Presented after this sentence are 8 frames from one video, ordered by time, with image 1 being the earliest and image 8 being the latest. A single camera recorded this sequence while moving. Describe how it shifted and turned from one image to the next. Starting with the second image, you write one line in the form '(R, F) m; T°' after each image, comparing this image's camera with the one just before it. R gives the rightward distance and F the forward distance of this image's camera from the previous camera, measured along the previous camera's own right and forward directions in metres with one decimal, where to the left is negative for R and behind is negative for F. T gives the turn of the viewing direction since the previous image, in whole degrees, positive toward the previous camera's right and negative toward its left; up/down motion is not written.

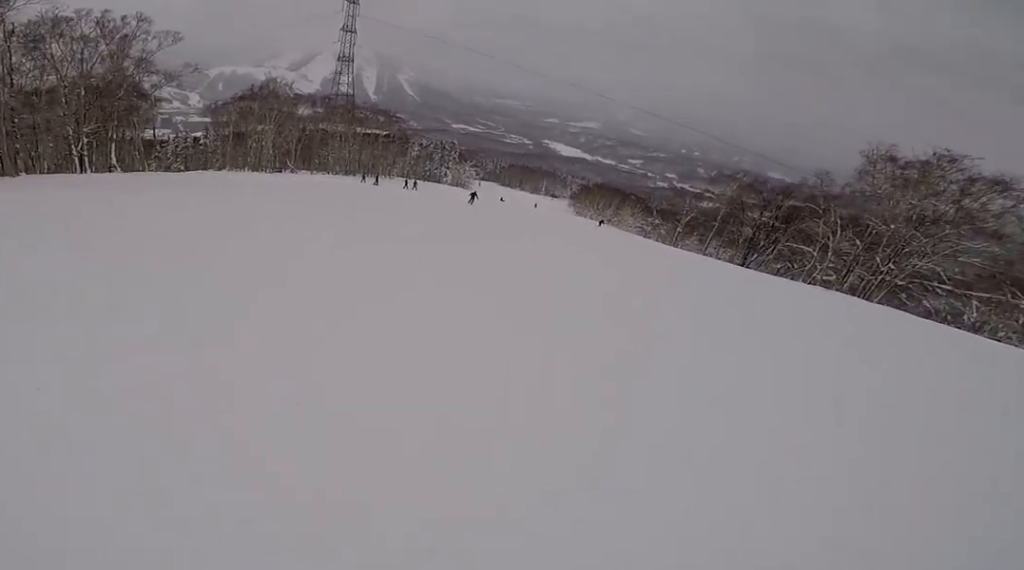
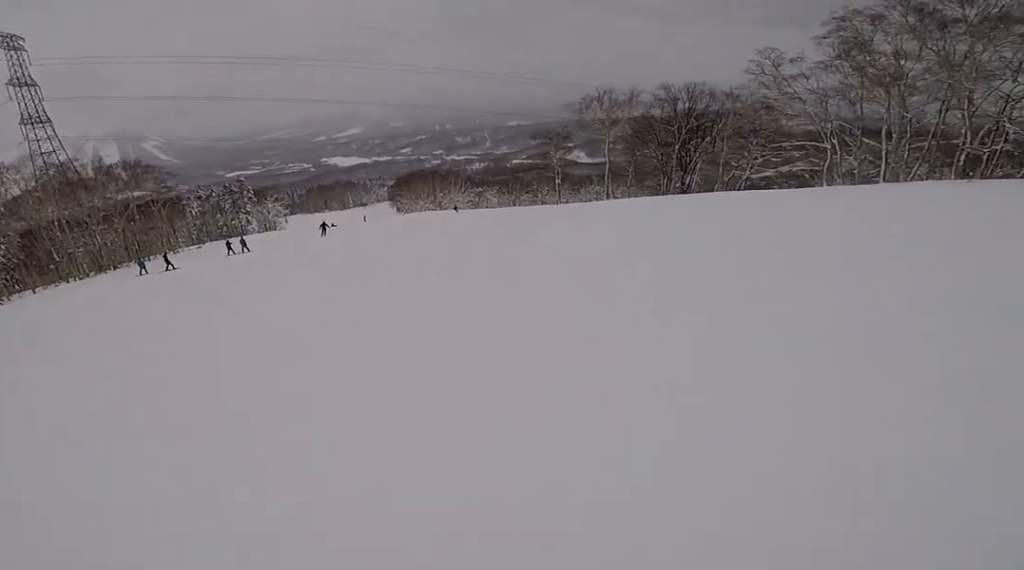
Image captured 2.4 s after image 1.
(+1.3, +28.6) m; +12°
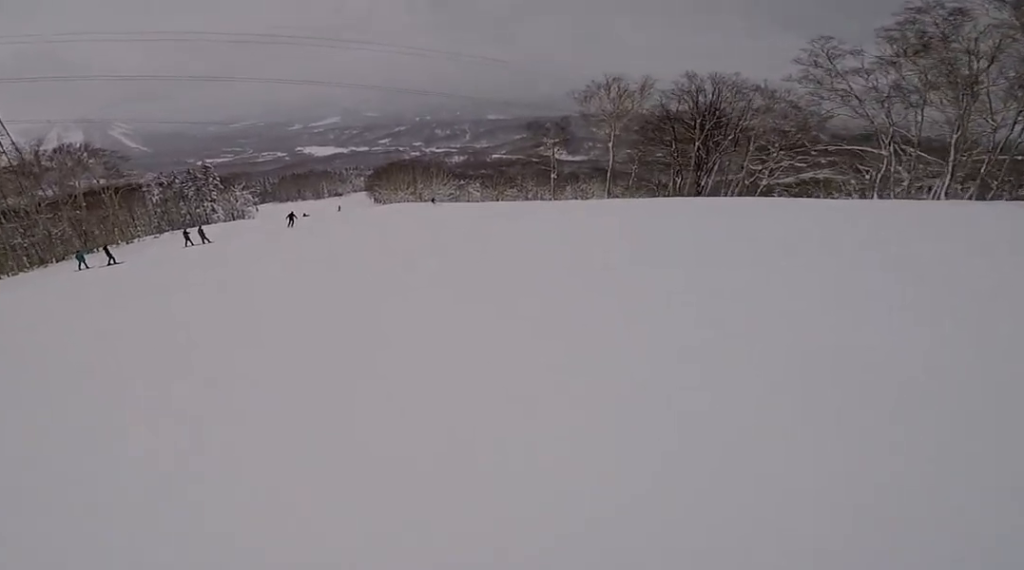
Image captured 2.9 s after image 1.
(+0.1, +5.8) m; +5°
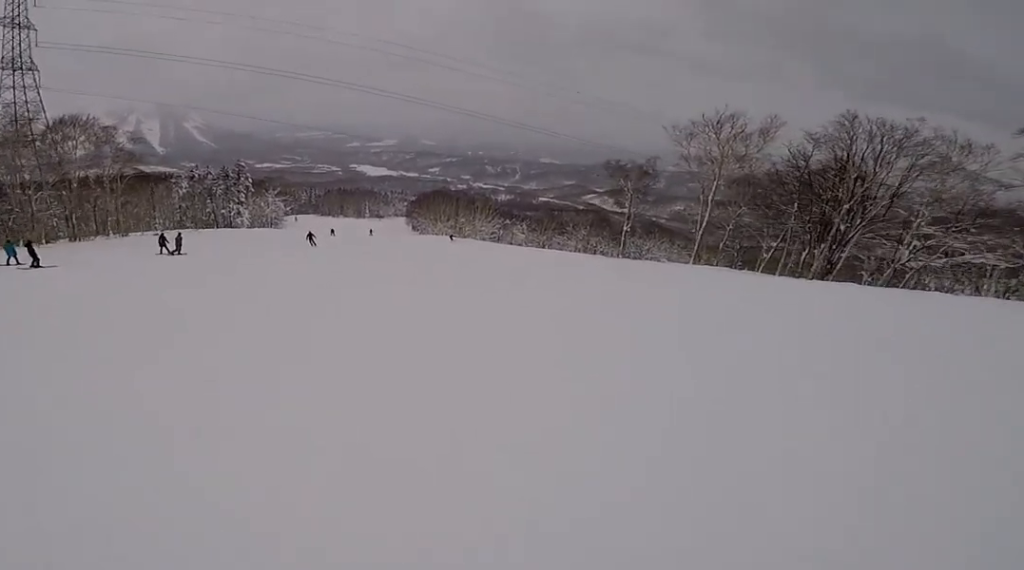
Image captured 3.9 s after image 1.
(+1.1, +12.4) m; 0°
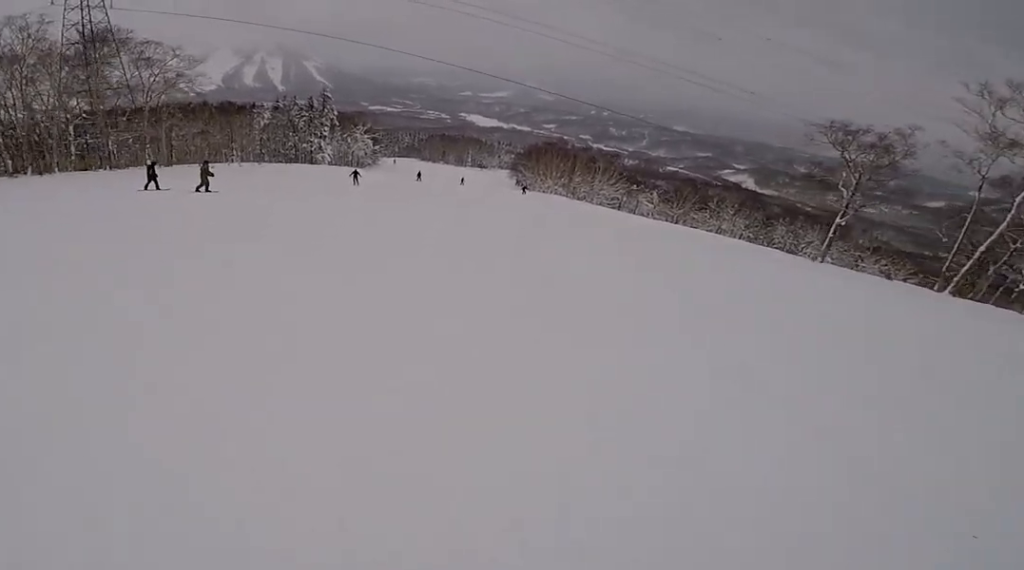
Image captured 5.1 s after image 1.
(-0.9, +14.4) m; +1°
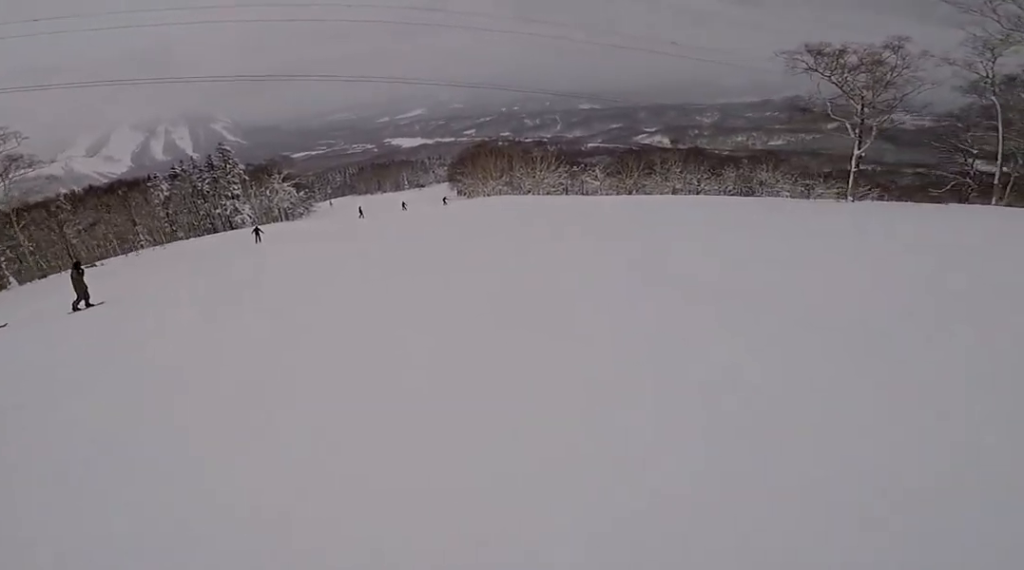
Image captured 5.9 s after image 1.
(+0.5, +9.6) m; +4°
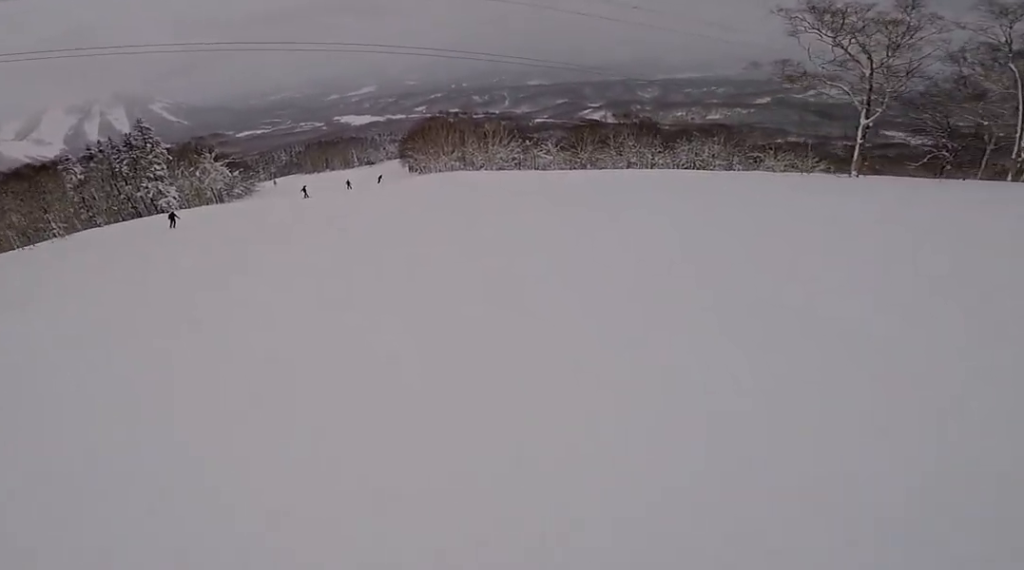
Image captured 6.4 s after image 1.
(+0.3, +5.8) m; -2°
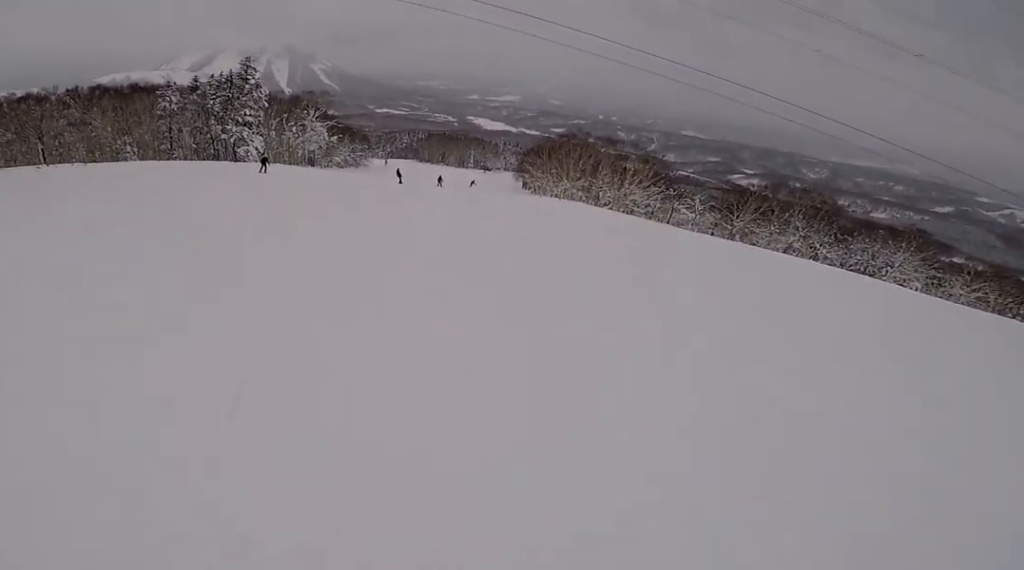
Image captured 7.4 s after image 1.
(-0.9, +12.3) m; -10°
